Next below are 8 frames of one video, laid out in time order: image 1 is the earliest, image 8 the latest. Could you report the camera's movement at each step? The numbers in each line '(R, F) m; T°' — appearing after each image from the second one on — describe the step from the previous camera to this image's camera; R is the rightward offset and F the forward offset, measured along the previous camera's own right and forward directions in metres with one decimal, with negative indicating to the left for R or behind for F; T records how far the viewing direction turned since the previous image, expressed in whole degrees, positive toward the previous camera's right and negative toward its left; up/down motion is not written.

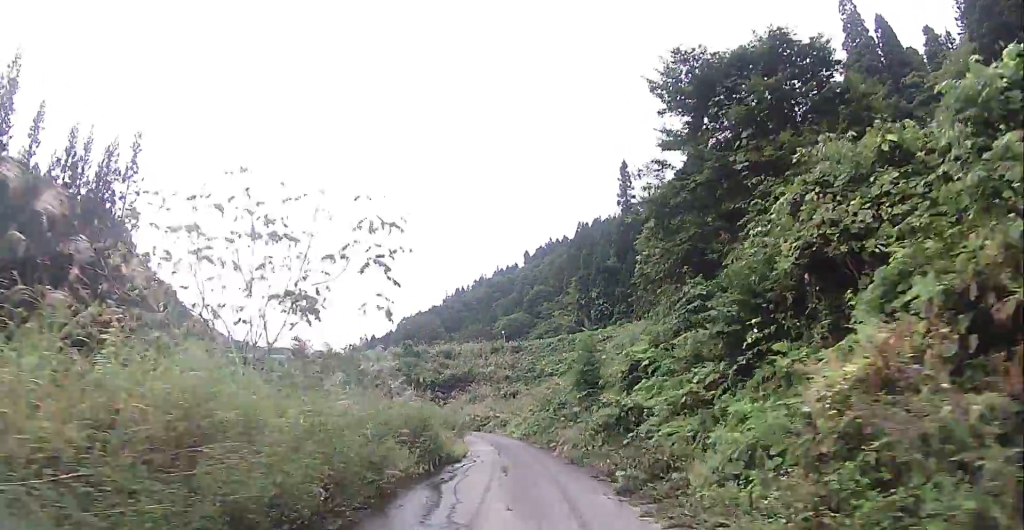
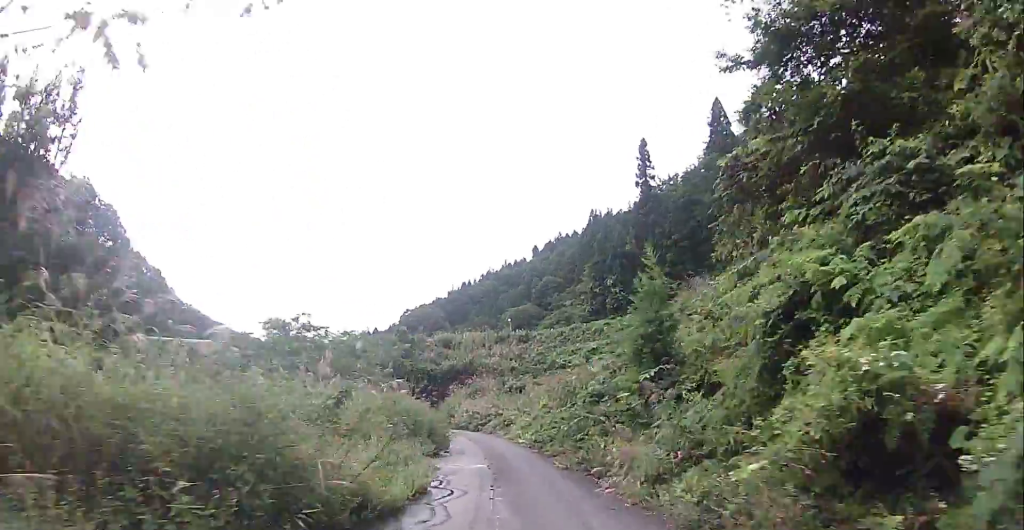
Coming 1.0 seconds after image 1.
(+0.2, +10.8) m; +1°
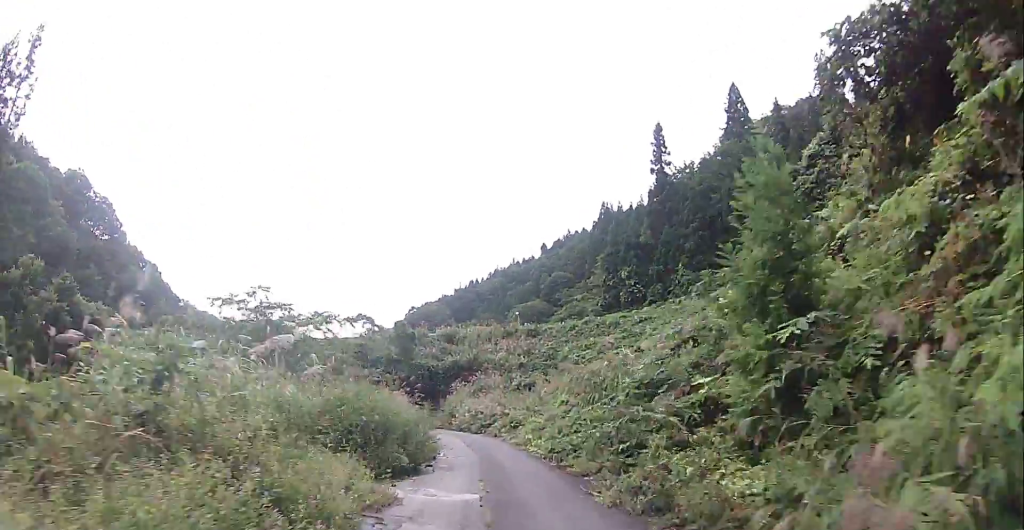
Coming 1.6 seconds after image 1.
(0.0, +6.5) m; +1°
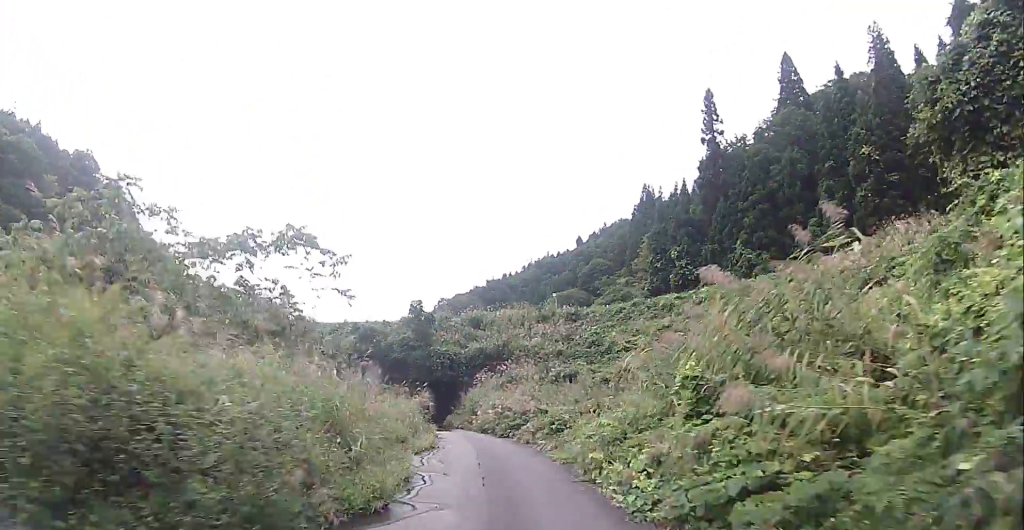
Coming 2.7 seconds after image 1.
(+0.2, +11.9) m; -2°
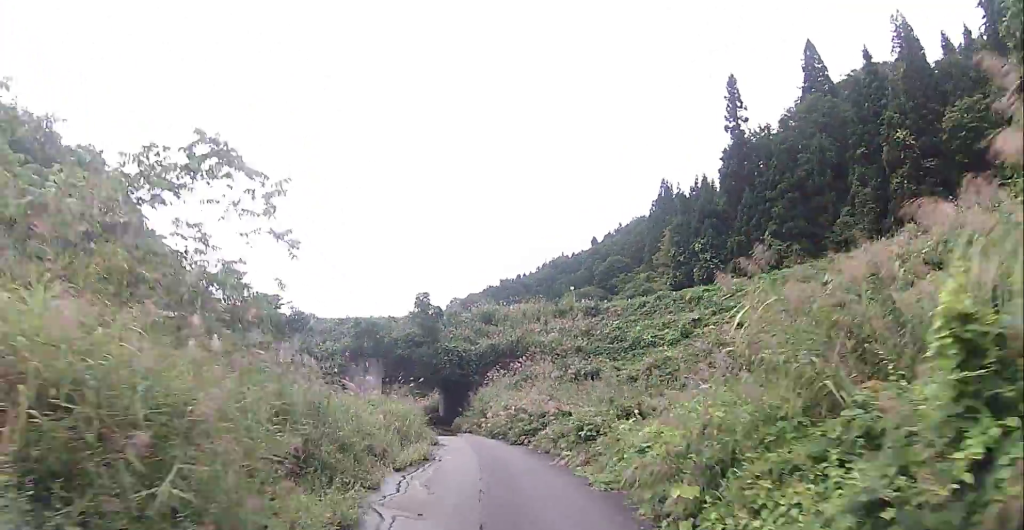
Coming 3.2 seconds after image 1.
(-0.1, +5.4) m; -3°
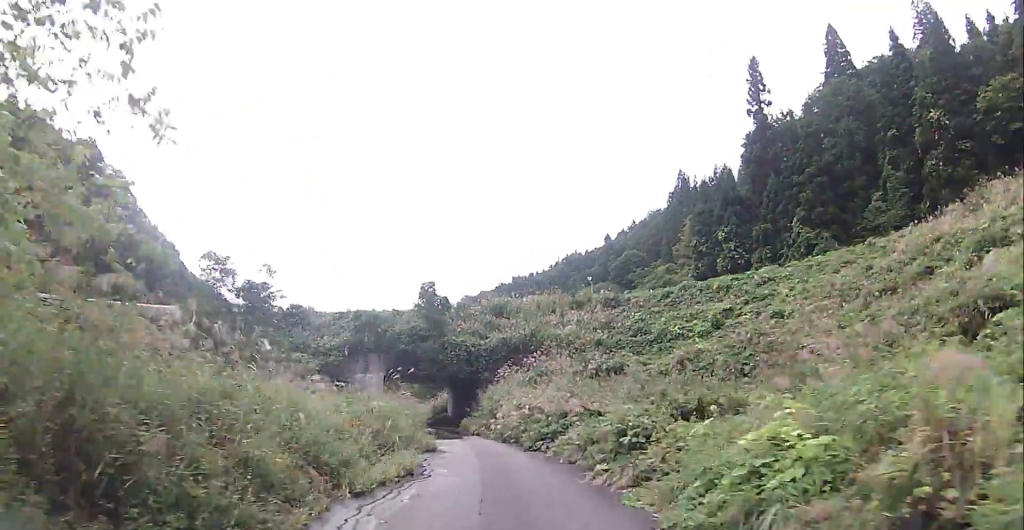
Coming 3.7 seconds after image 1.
(-0.2, +5.1) m; -4°
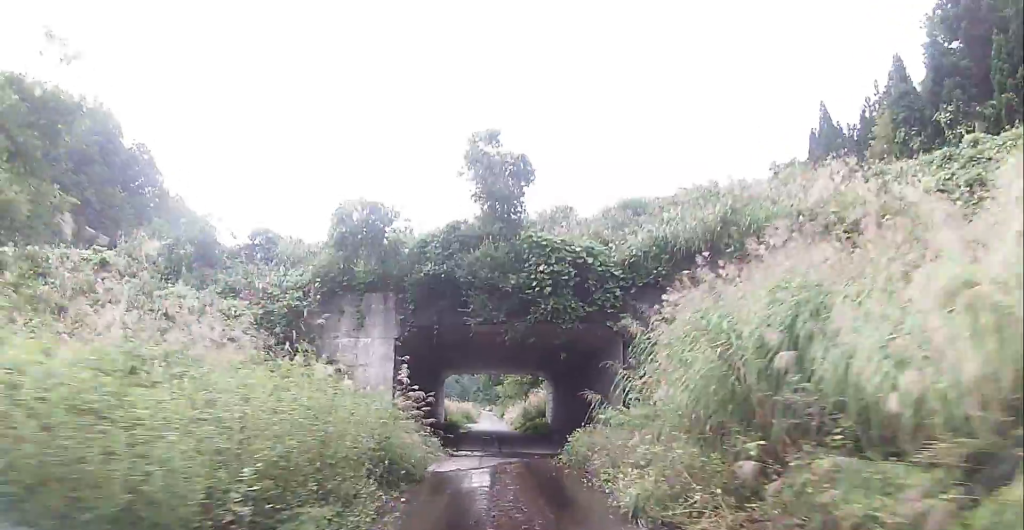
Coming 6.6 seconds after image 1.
(-3.5, +32.0) m; -7°
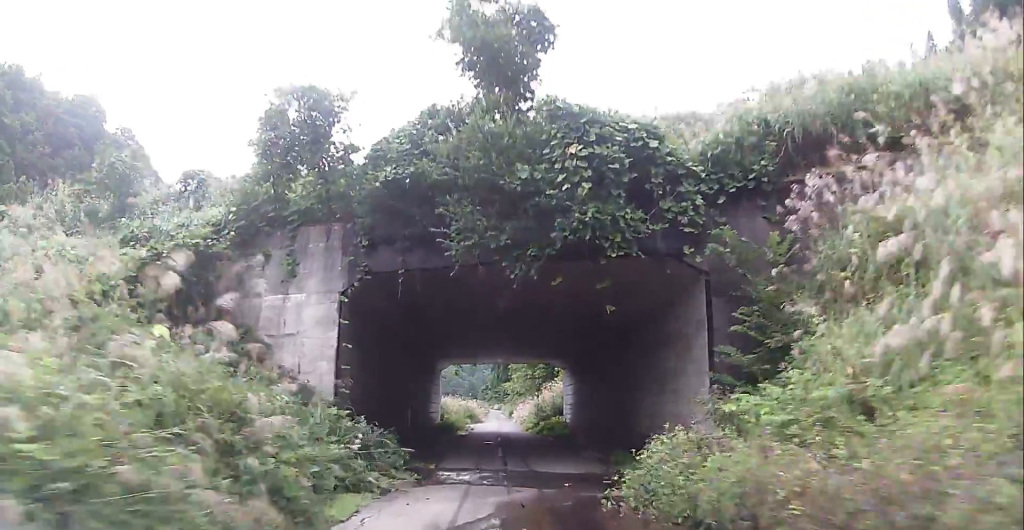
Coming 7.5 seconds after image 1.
(0.0, +9.8) m; +1°
